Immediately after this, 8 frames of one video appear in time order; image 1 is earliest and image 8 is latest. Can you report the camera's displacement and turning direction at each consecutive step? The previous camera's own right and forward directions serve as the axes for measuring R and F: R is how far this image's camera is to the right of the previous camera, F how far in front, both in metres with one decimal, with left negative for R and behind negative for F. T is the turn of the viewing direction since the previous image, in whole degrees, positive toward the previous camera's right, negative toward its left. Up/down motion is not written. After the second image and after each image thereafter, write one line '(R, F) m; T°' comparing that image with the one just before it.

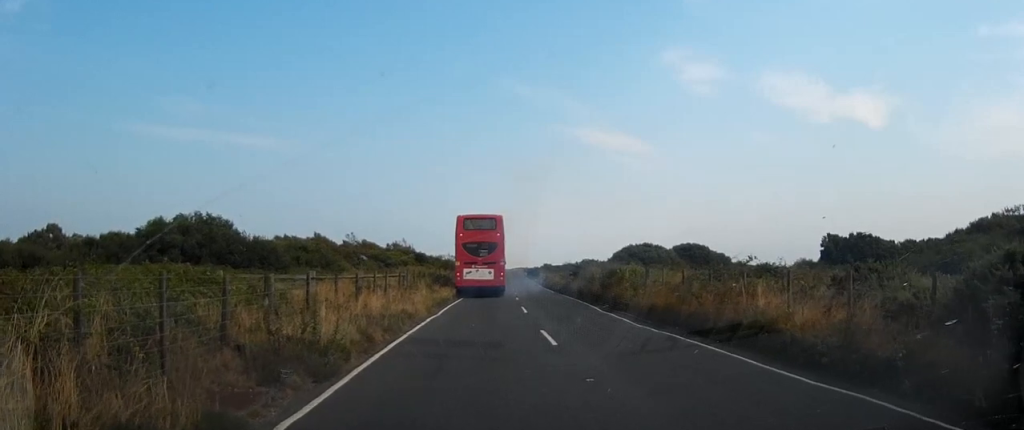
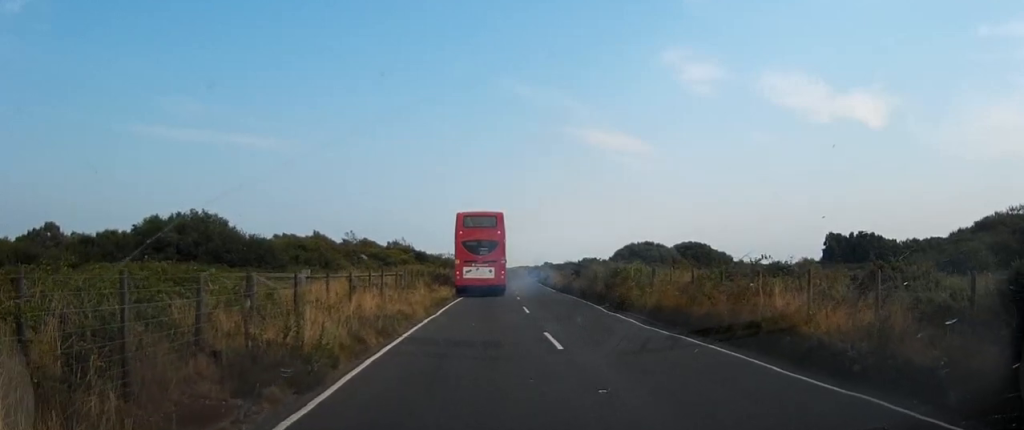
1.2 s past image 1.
(0.0, +0.6) m; 0°
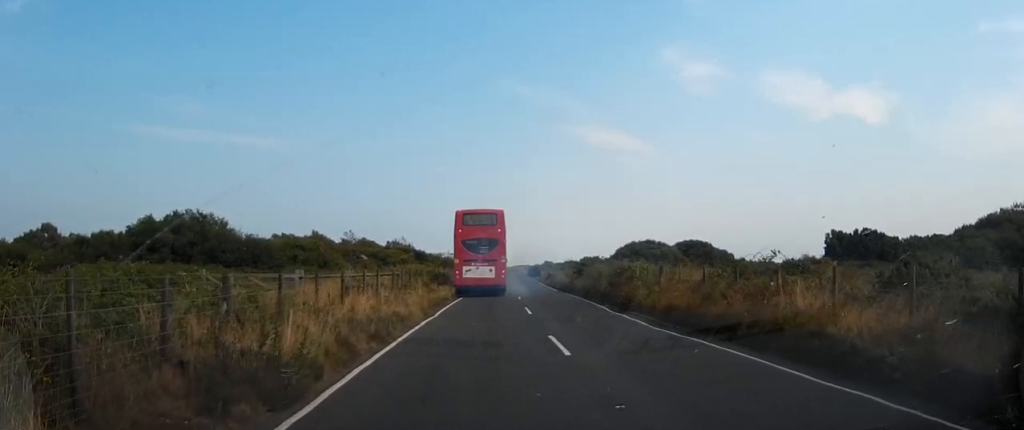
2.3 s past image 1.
(+0.4, +0.5) m; 0°
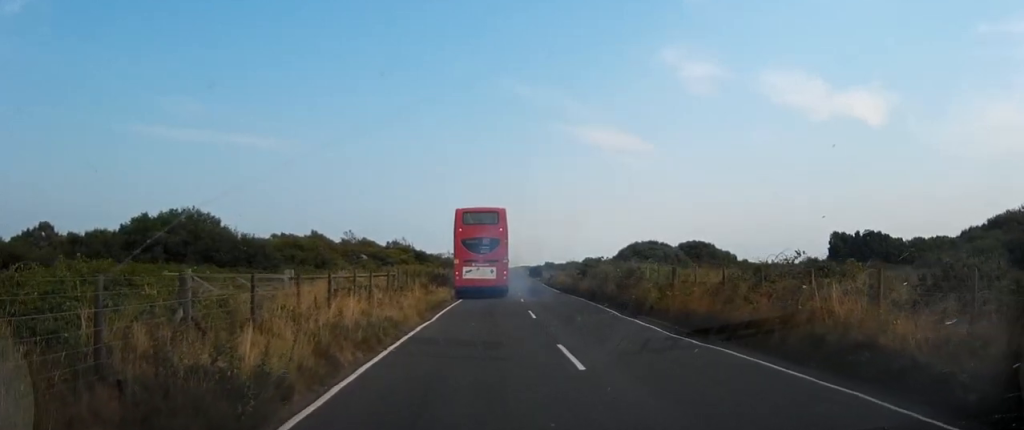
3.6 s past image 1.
(-0.1, +1.0) m; 0°
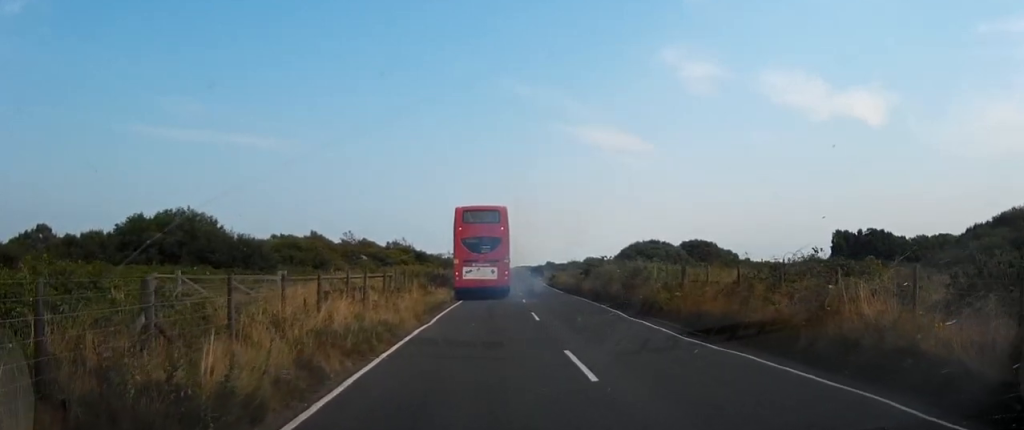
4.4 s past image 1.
(-0.2, +0.8) m; 0°
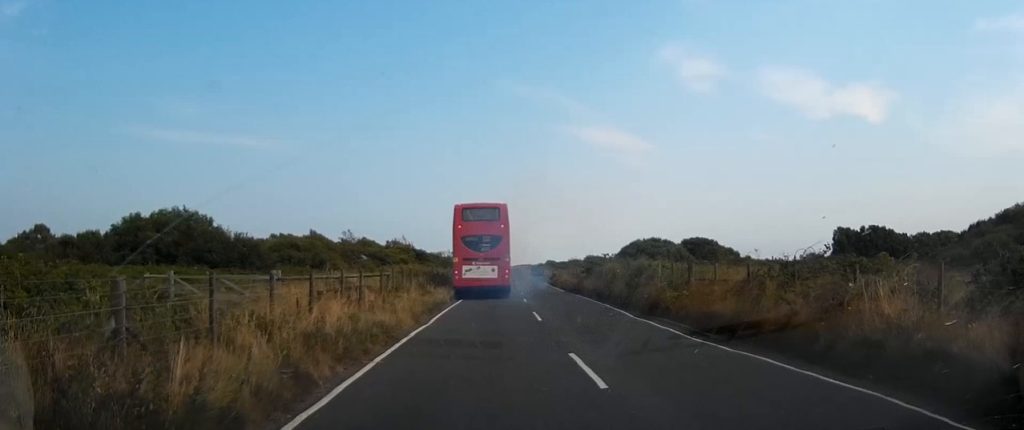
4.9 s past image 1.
(0.0, +0.5) m; 0°
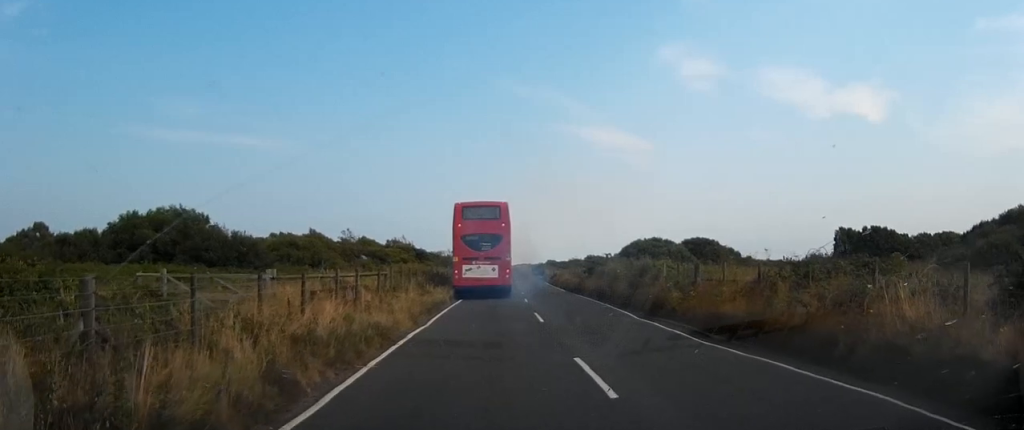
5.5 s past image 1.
(+0.1, +0.5) m; 0°
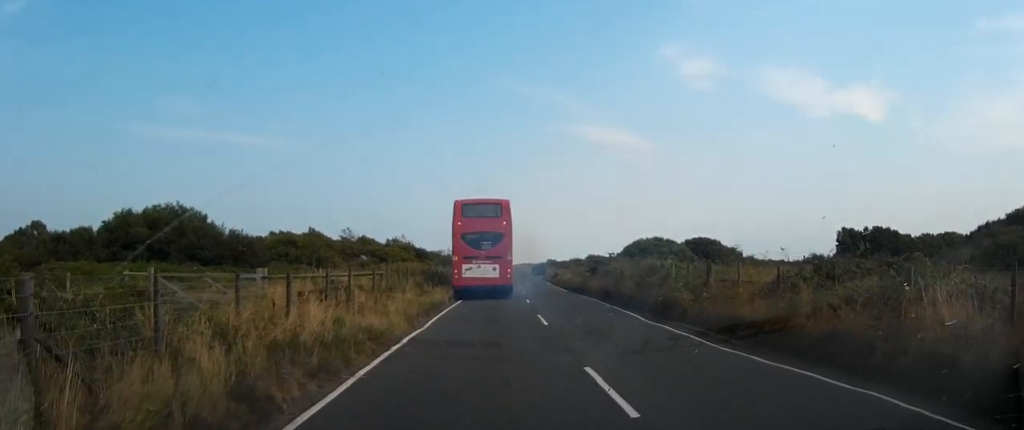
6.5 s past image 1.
(+0.4, +0.7) m; 0°
